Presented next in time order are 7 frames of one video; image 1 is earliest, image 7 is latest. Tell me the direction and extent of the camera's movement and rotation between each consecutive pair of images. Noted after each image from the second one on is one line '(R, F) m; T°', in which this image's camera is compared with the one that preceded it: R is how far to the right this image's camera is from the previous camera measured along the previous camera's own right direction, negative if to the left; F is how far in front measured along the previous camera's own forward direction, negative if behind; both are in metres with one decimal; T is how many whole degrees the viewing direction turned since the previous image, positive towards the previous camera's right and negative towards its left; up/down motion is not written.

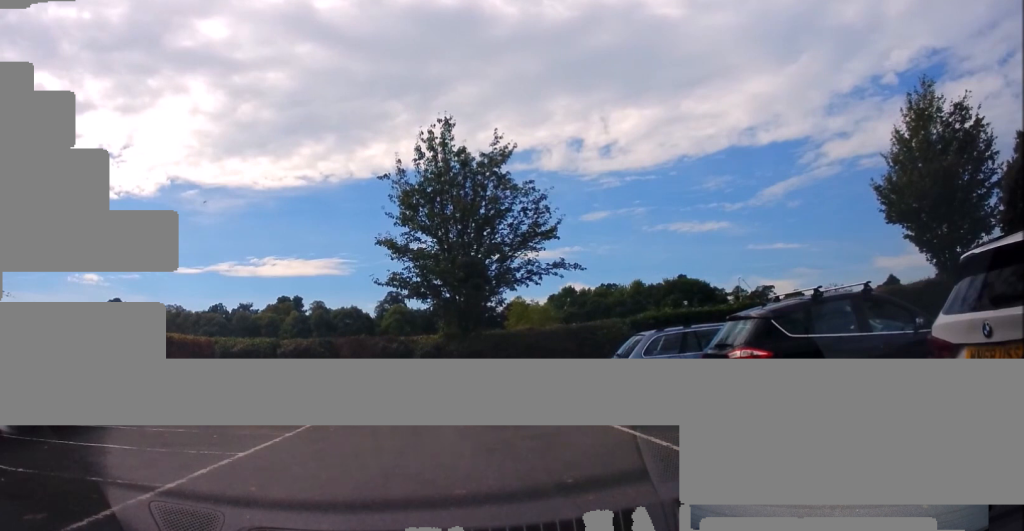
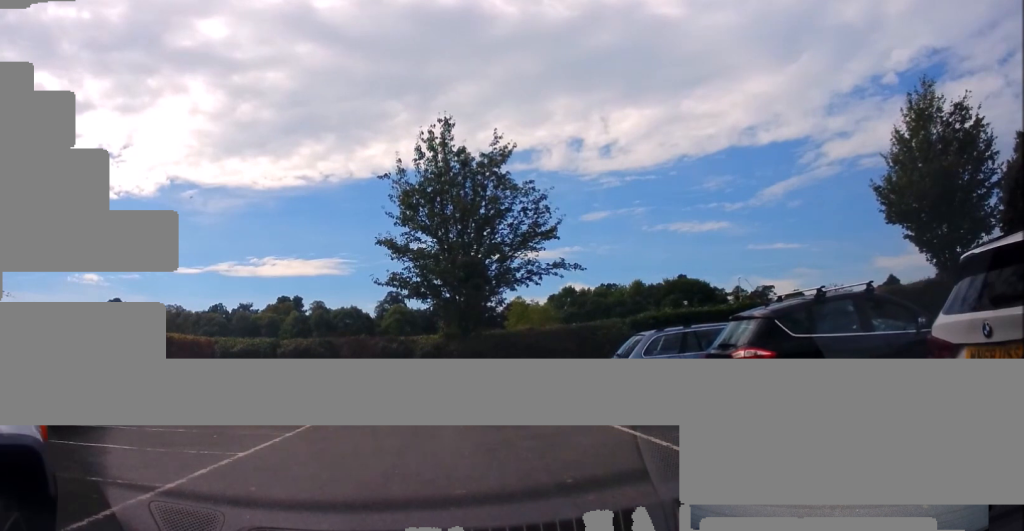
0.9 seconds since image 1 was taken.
(0.0, 0.0) m; 0°
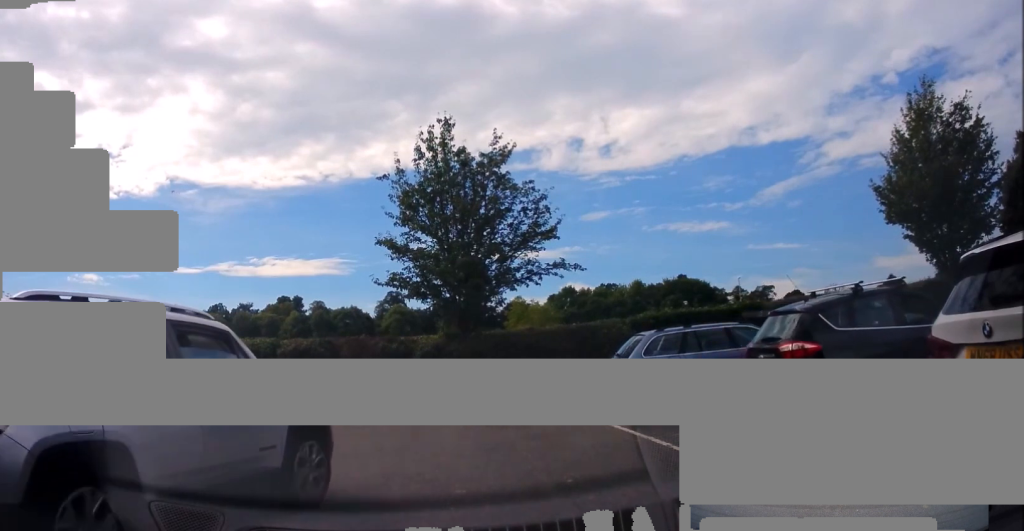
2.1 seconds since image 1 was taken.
(0.0, 0.0) m; 0°
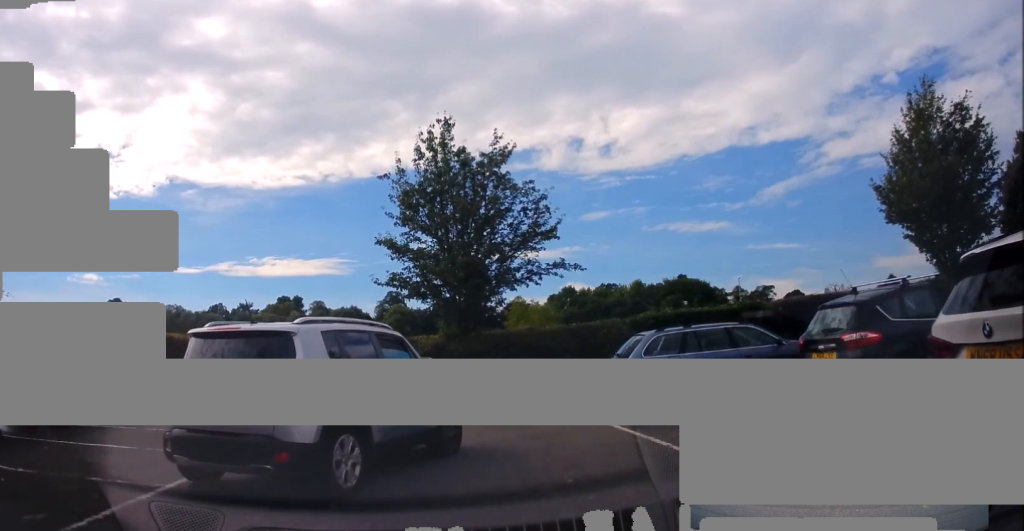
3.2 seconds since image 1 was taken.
(0.0, 0.0) m; 0°
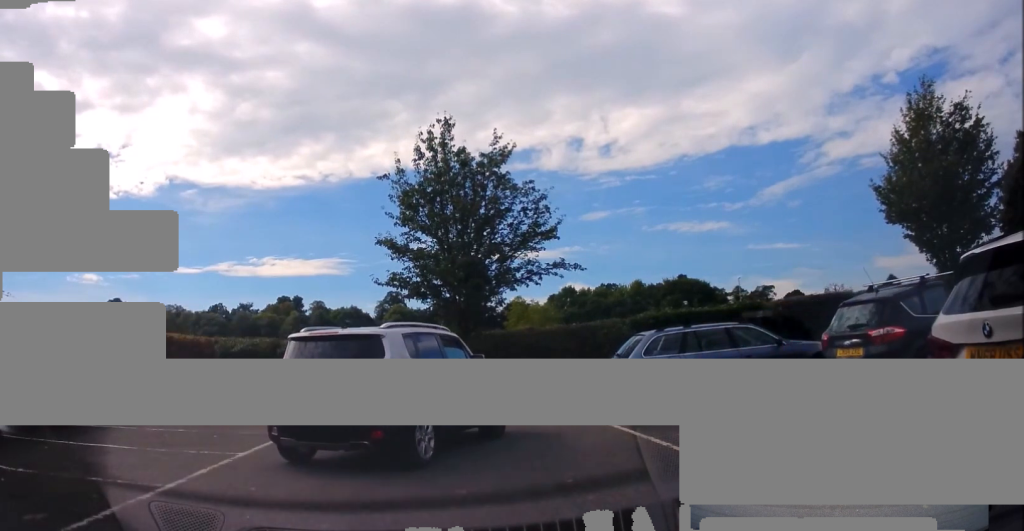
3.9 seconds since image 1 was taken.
(0.0, 0.0) m; 0°
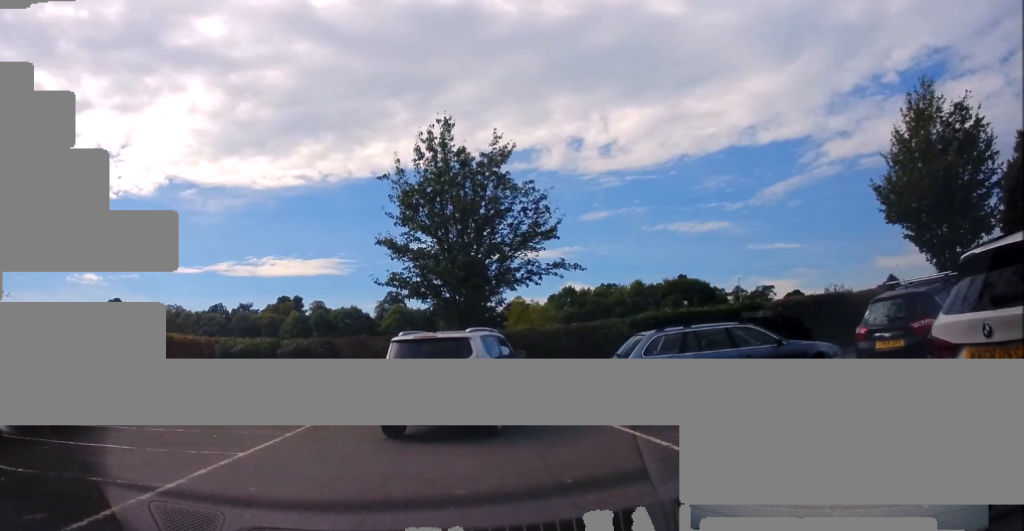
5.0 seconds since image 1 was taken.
(0.0, 0.0) m; 0°
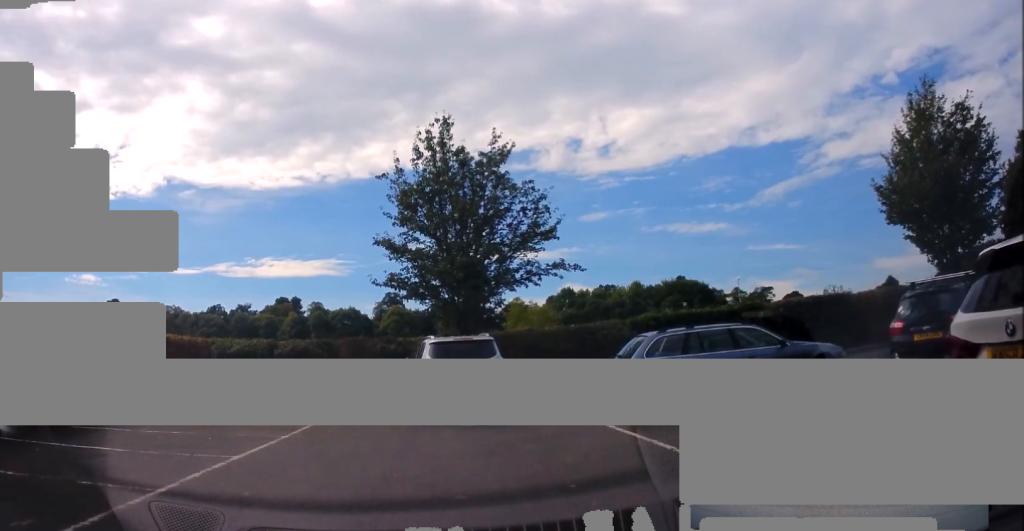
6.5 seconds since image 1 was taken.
(0.0, 0.0) m; 0°
